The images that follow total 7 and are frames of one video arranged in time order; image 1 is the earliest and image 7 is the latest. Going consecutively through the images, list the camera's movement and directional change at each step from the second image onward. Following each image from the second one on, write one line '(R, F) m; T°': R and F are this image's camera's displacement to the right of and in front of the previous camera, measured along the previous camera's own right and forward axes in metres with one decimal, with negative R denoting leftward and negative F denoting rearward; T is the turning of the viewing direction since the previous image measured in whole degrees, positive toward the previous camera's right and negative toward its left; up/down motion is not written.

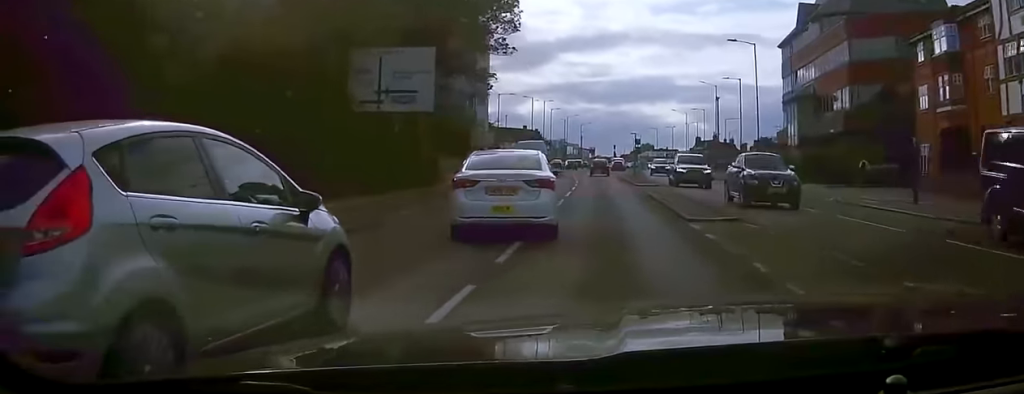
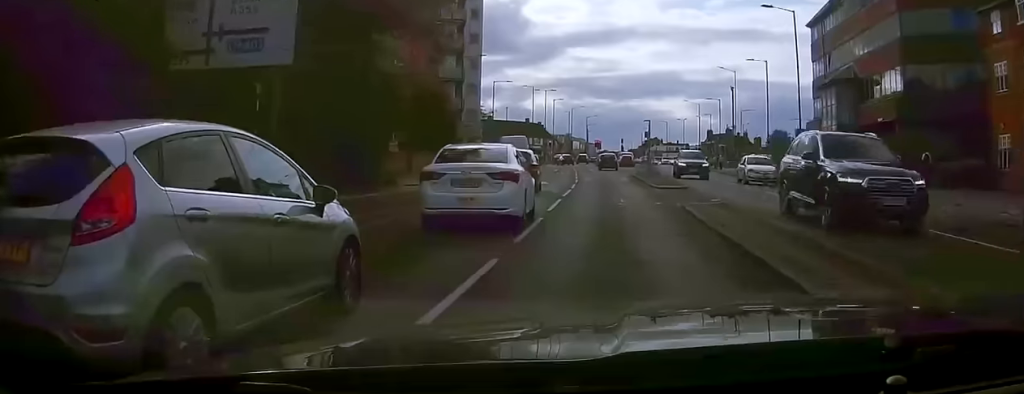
(0.0, +10.4) m; 0°
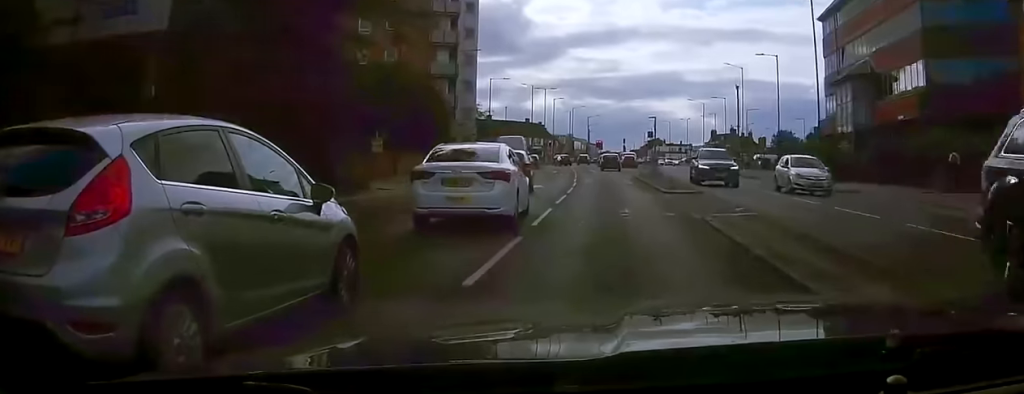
(0.0, +3.9) m; 0°
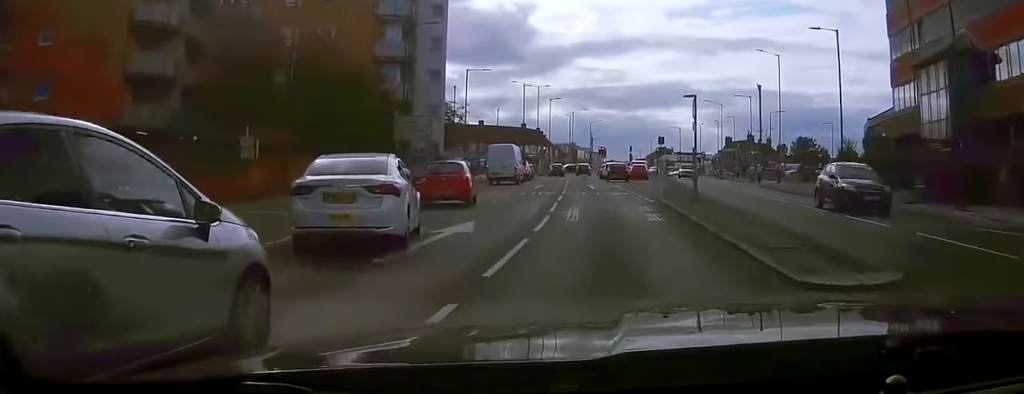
(-0.1, +18.5) m; -2°
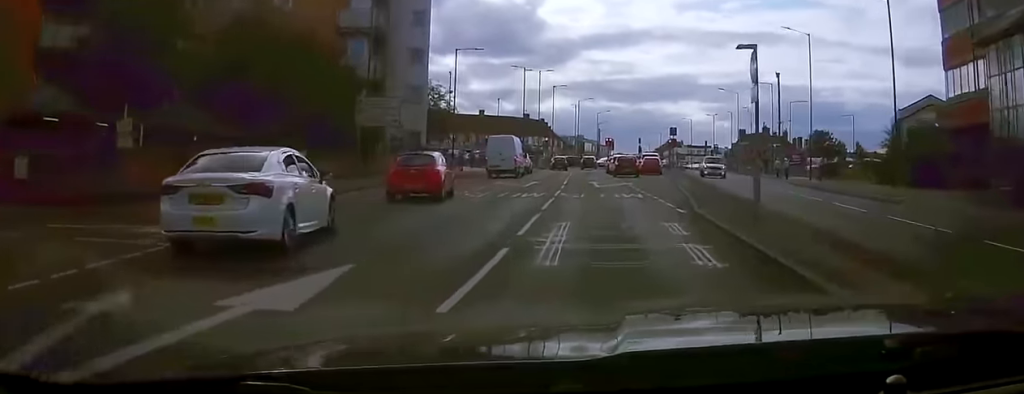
(-0.1, +8.8) m; -1°
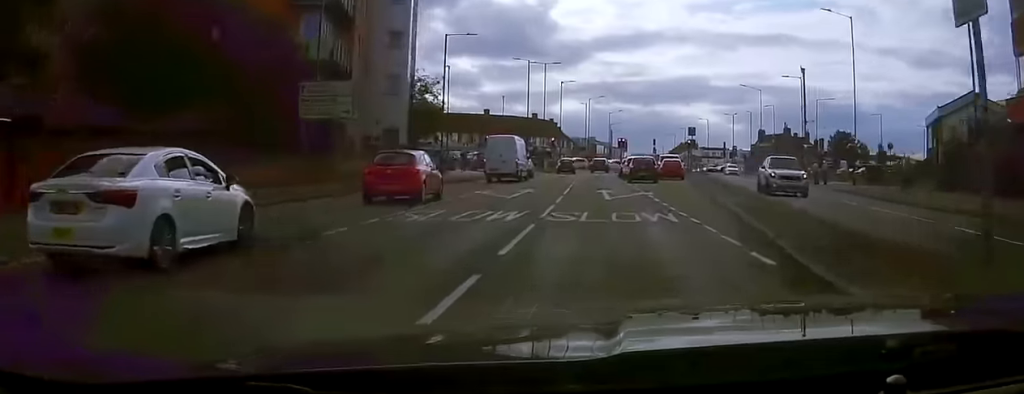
(-0.1, +8.8) m; -2°
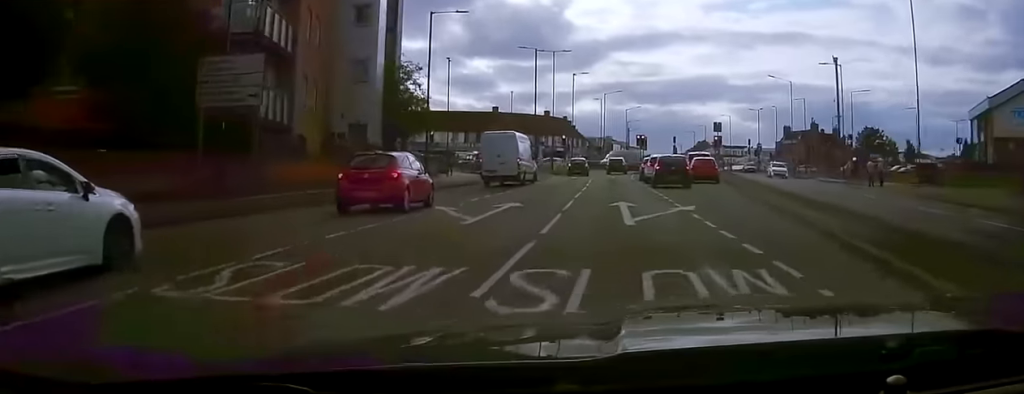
(-0.3, +9.0) m; -2°
